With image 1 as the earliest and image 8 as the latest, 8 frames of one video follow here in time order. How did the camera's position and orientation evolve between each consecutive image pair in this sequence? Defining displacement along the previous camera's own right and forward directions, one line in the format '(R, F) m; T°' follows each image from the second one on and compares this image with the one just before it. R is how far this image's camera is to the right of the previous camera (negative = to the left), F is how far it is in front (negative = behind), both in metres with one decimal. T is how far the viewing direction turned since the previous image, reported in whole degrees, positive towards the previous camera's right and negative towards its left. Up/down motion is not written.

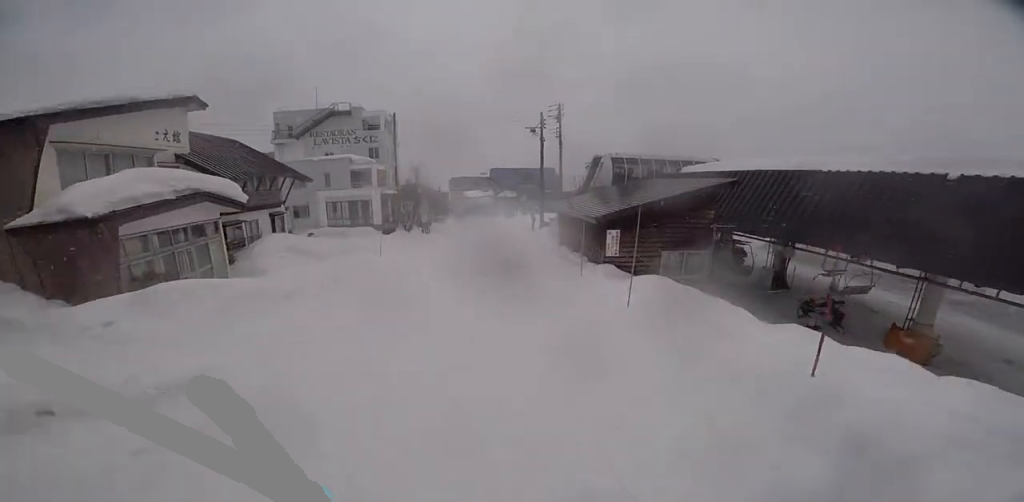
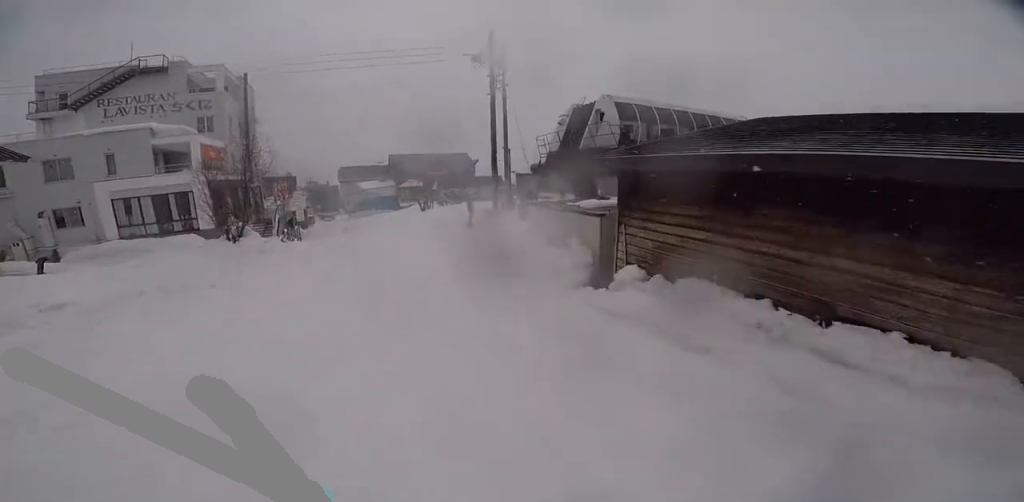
(+0.8, +12.0) m; +7°
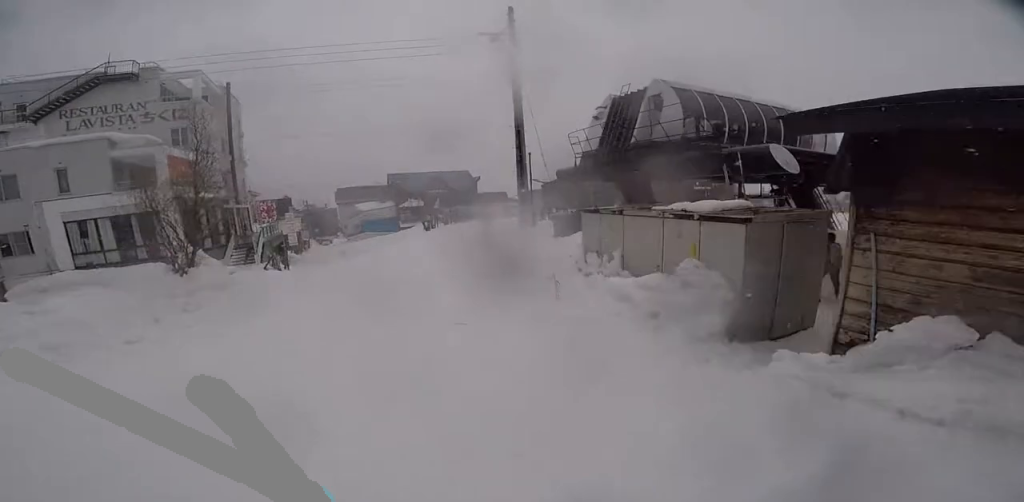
(0.0, +3.3) m; +2°
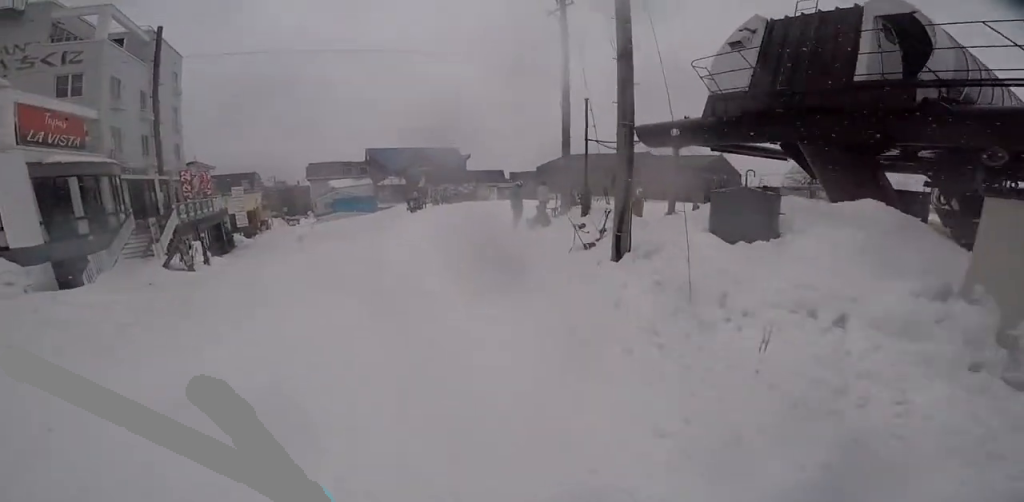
(+0.2, +5.9) m; +6°
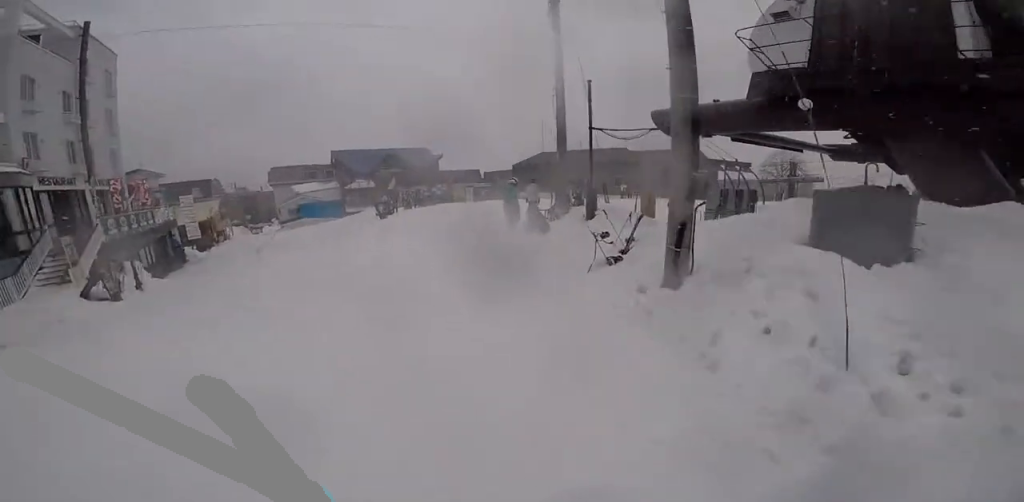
(+0.1, +1.8) m; +3°
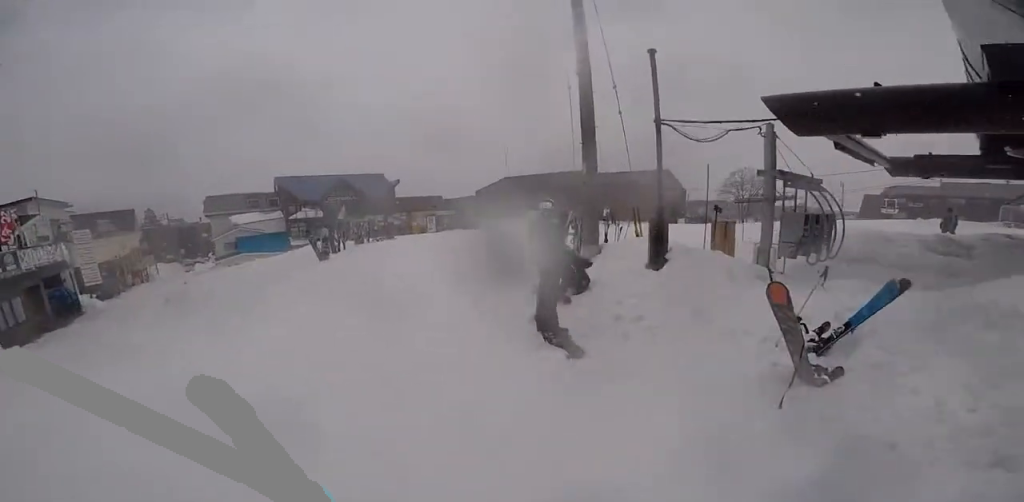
(+0.2, +3.7) m; +6°
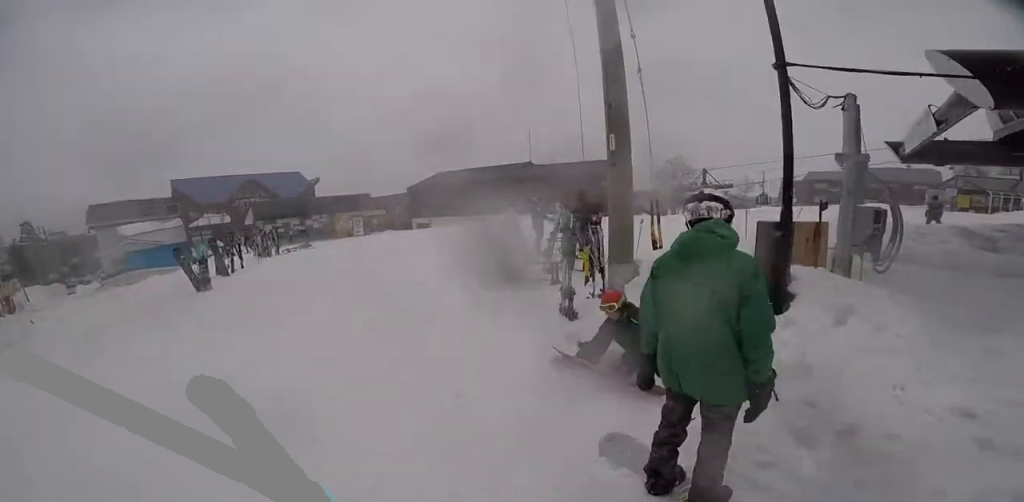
(+0.1, +2.9) m; +6°
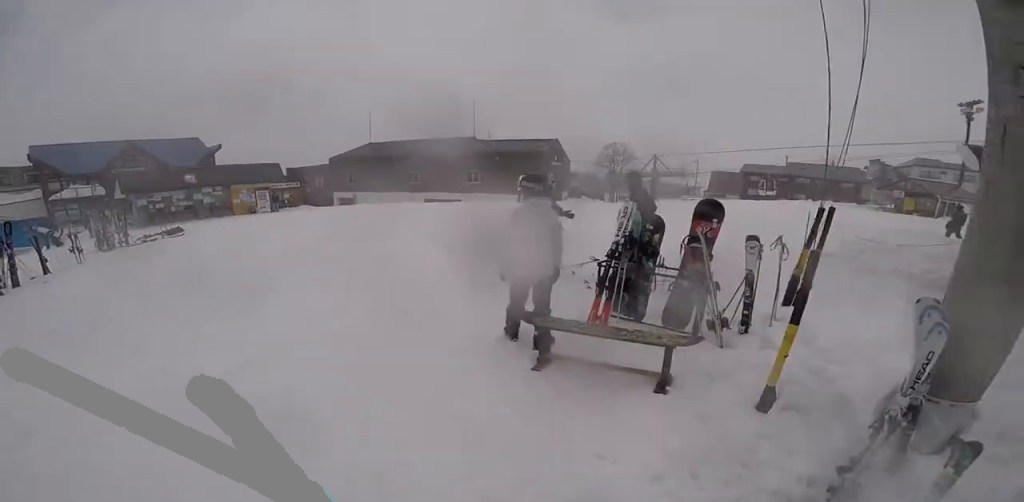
(+0.4, +4.0) m; +12°
